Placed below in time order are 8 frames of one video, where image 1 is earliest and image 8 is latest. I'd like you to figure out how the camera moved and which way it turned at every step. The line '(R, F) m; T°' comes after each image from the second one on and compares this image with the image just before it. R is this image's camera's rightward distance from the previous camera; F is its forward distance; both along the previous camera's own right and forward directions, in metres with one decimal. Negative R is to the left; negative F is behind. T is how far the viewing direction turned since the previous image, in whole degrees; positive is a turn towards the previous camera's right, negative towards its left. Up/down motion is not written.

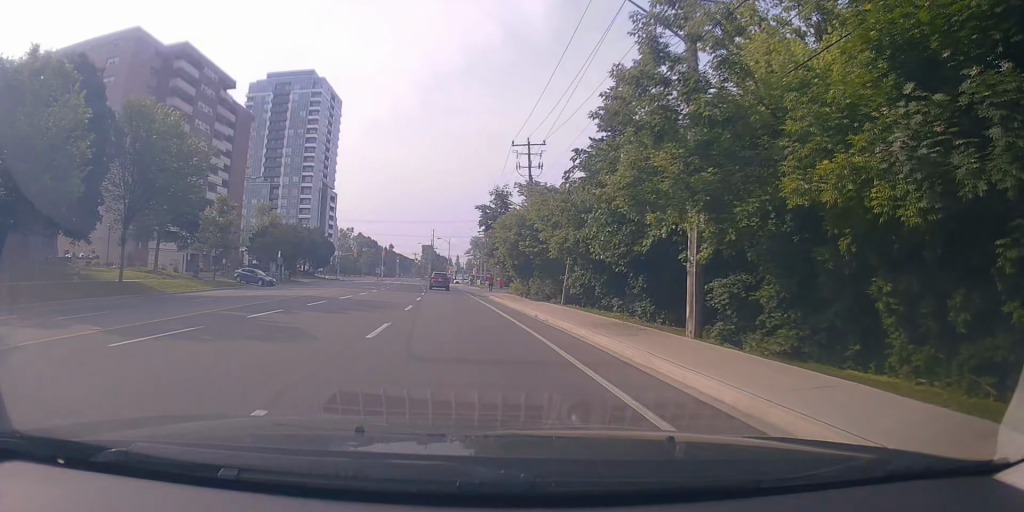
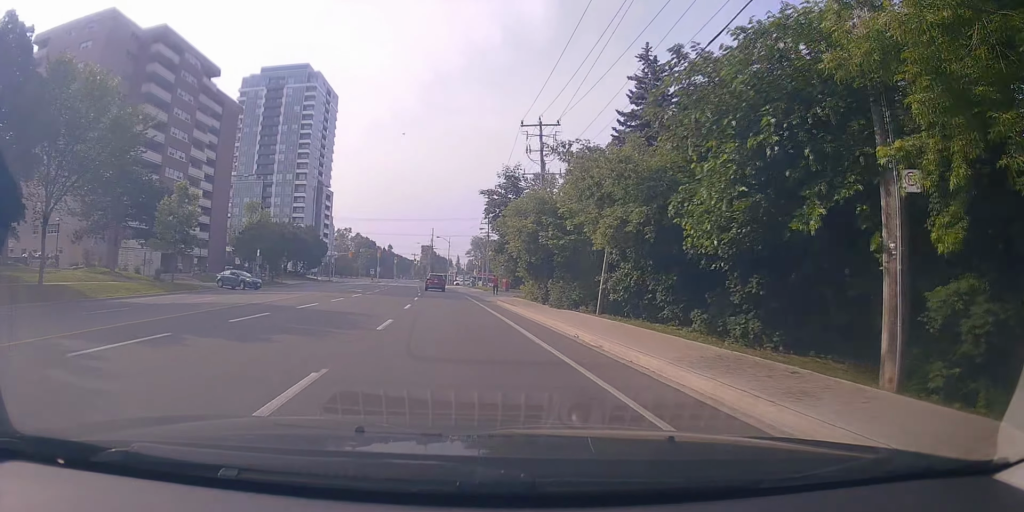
(0.0, +7.0) m; -1°
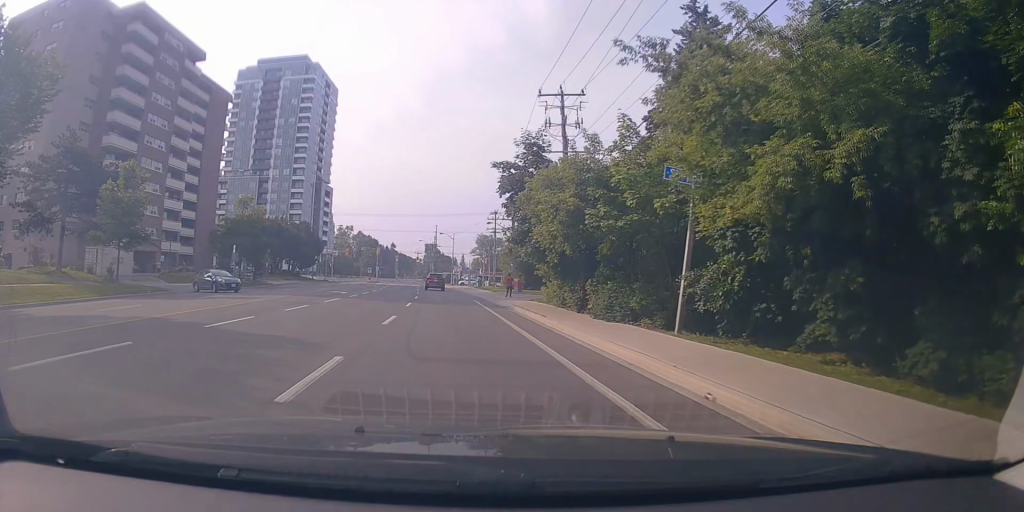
(+0.1, +7.4) m; -1°
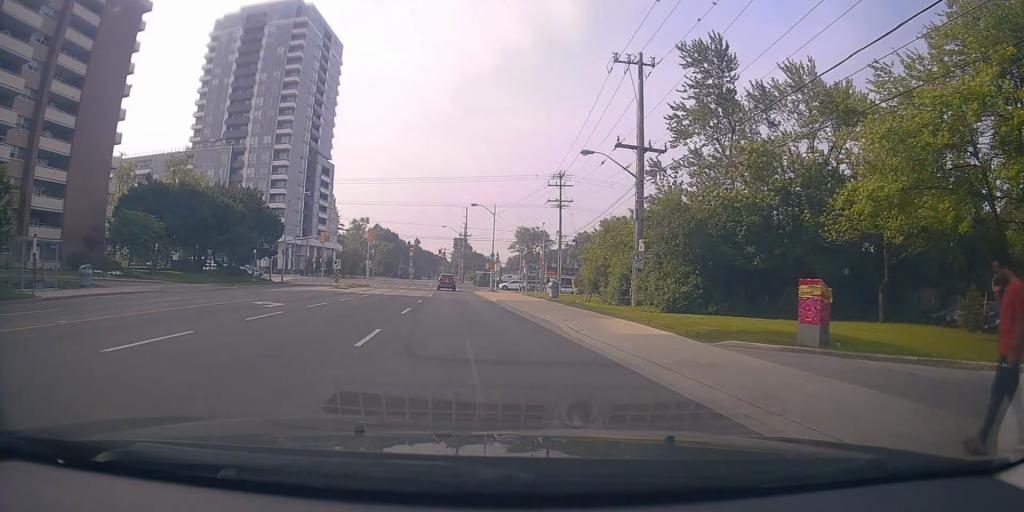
(-1.4, +40.4) m; -4°
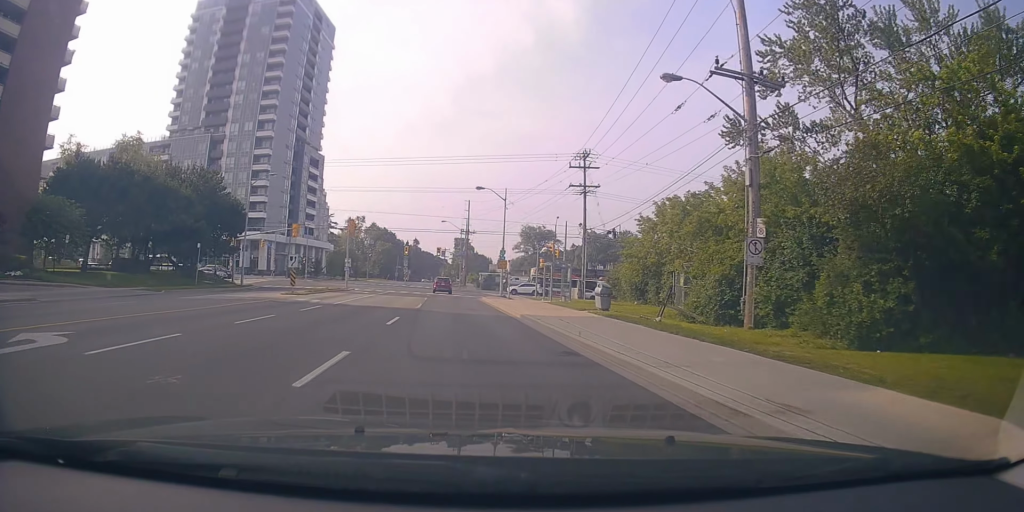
(0.0, +12.2) m; 0°
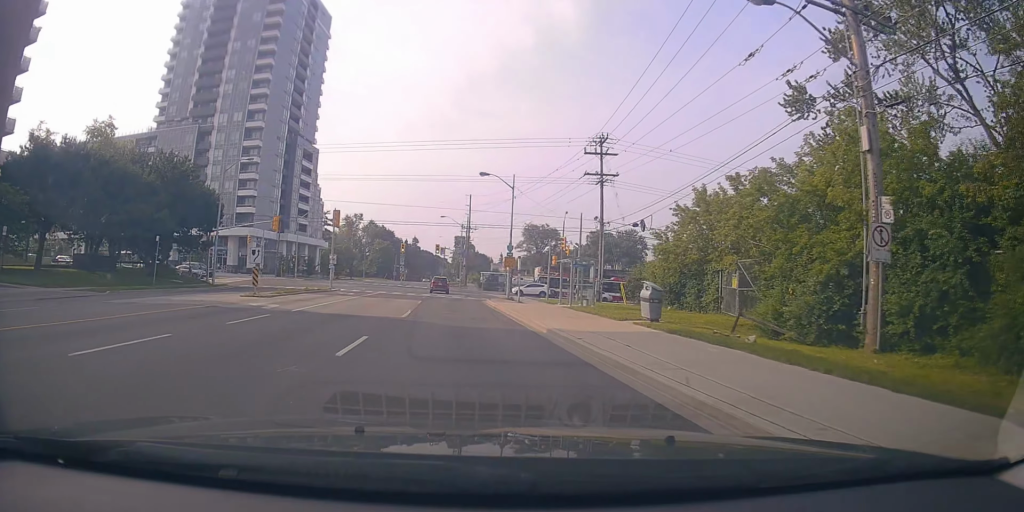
(-0.1, +6.1) m; 0°
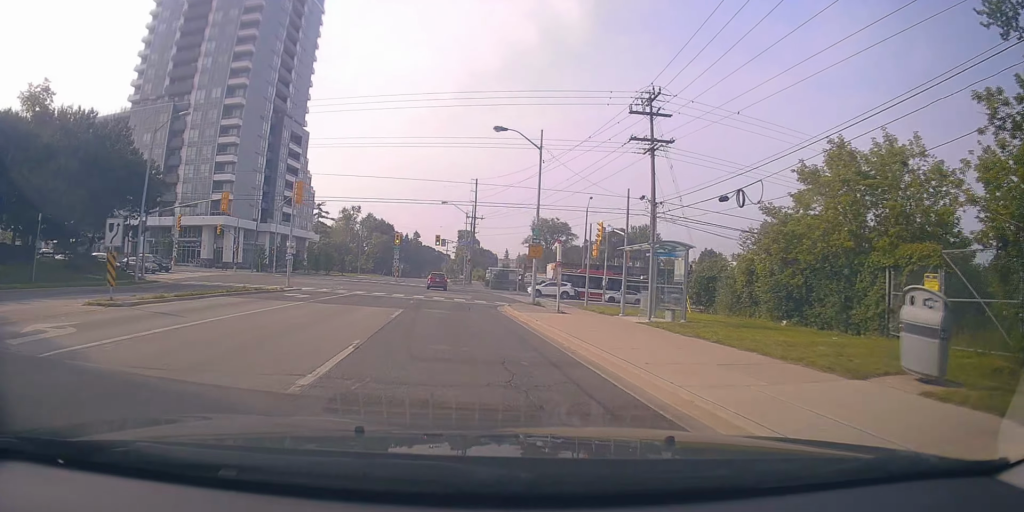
(+0.1, +11.4) m; 0°
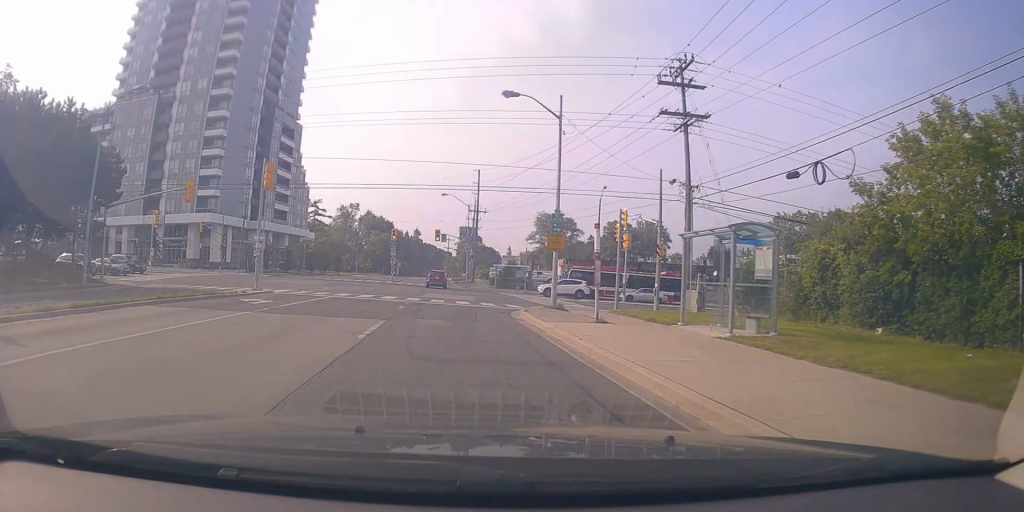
(+0.1, +5.3) m; 0°
